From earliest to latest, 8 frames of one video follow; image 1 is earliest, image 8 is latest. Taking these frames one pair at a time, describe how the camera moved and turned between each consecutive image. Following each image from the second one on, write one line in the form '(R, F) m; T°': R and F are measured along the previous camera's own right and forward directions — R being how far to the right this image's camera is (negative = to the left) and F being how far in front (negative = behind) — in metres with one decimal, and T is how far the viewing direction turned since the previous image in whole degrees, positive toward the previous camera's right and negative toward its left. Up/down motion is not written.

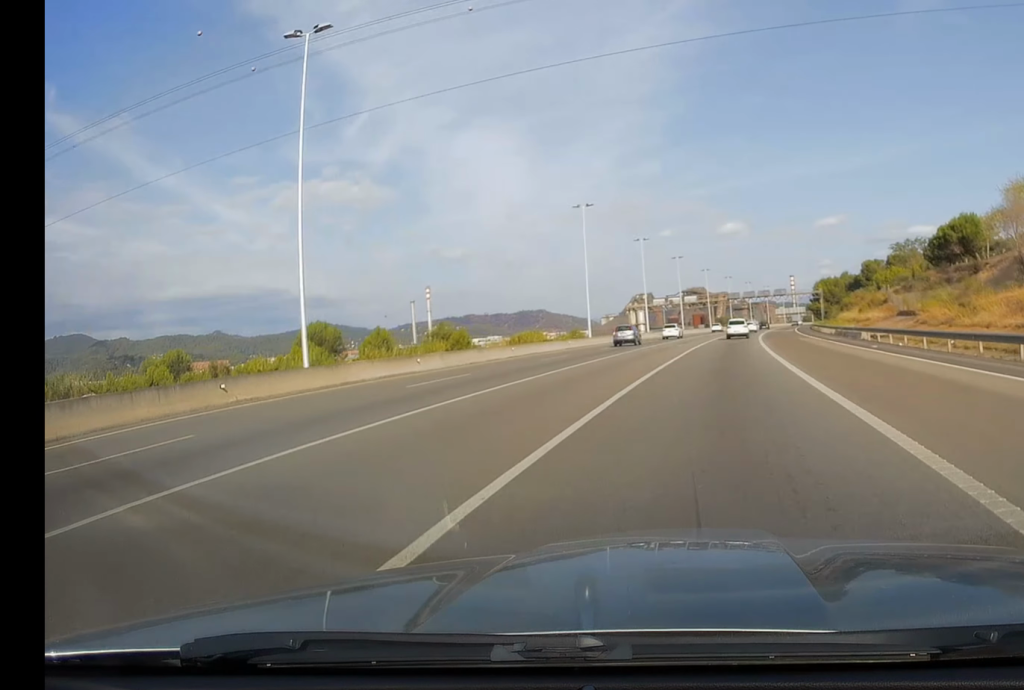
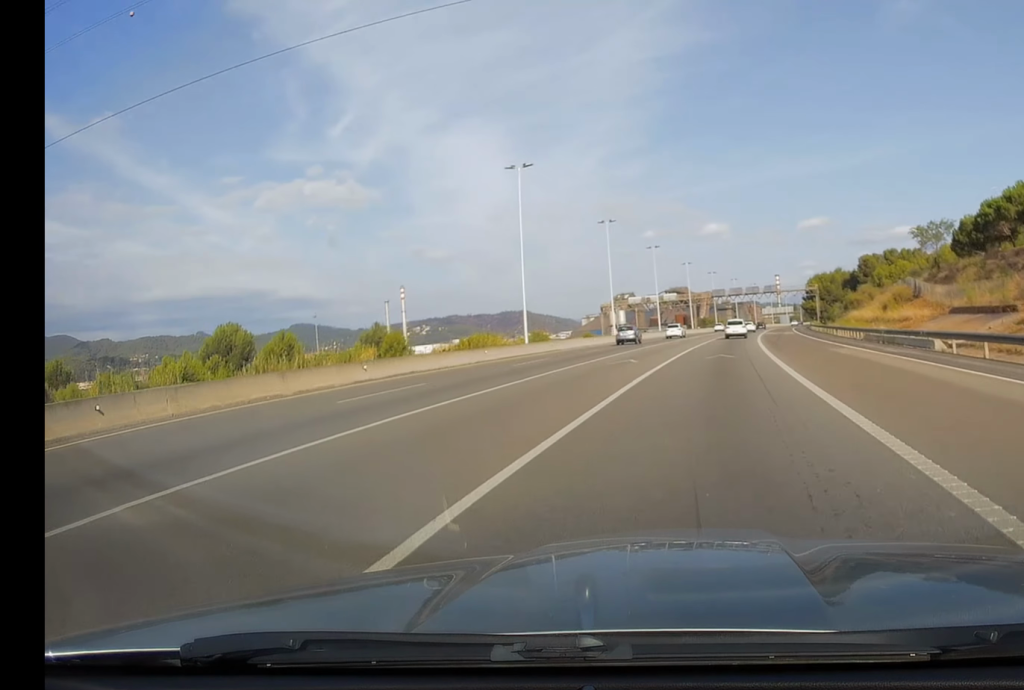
(+0.1, +21.3) m; +1°
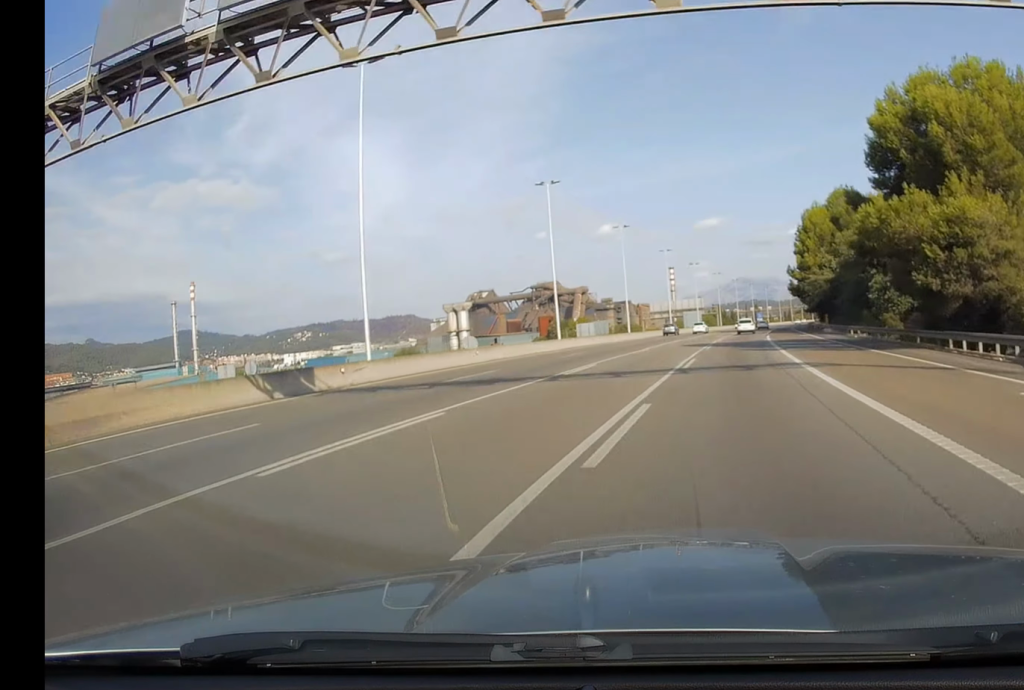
(+10.5, +160.8) m; +8°
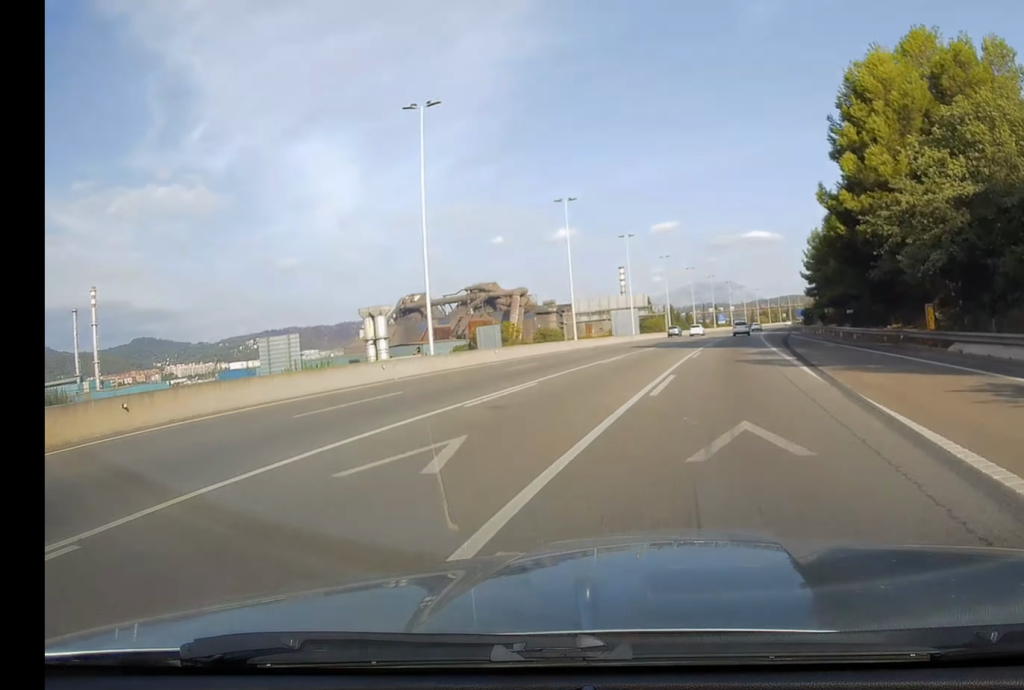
(+1.4, +59.0) m; +3°
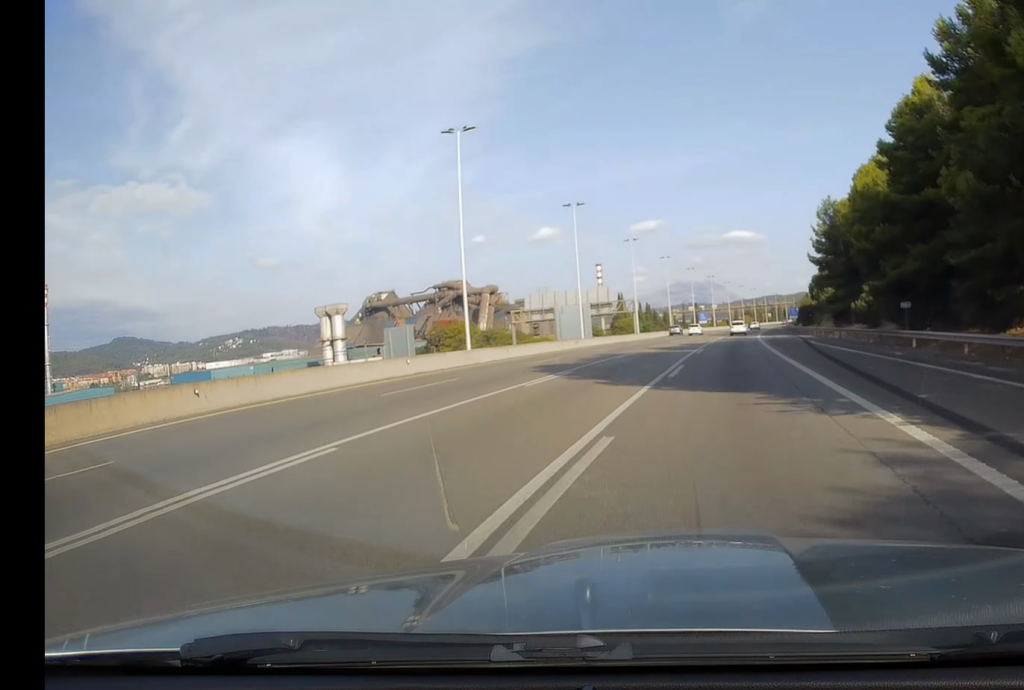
(+0.5, +28.6) m; +1°
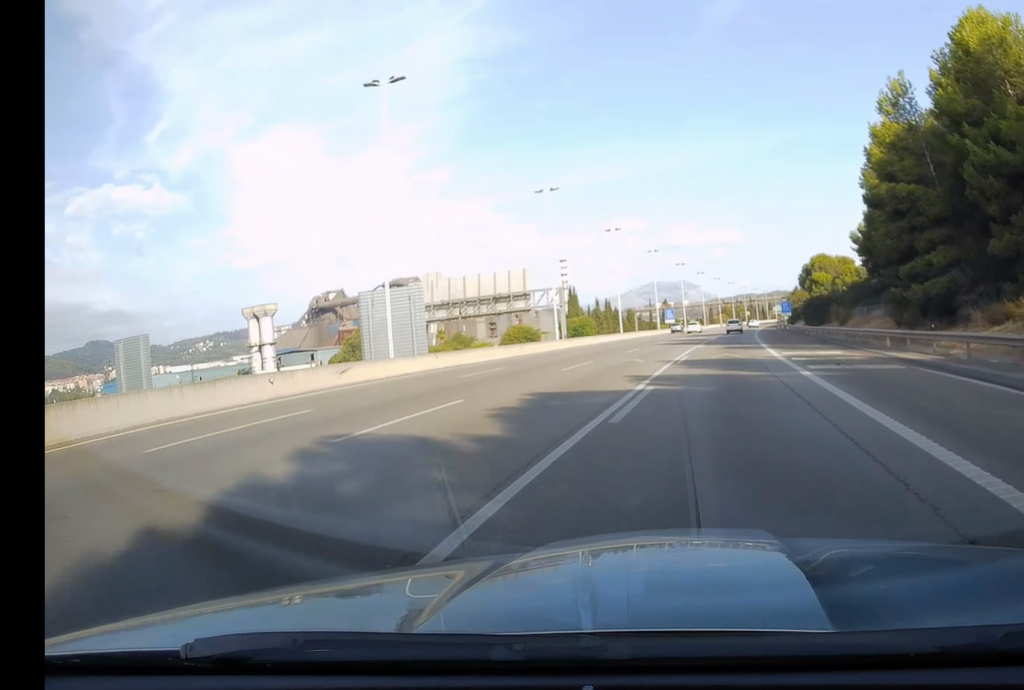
(+0.8, +43.3) m; +2°
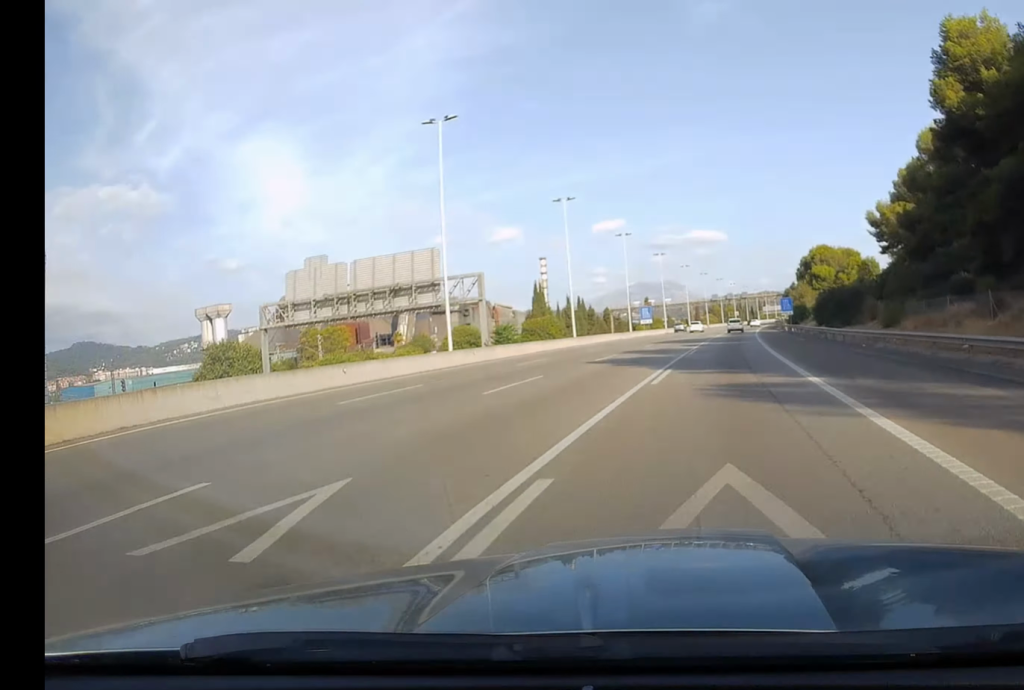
(+0.3, +26.4) m; +1°
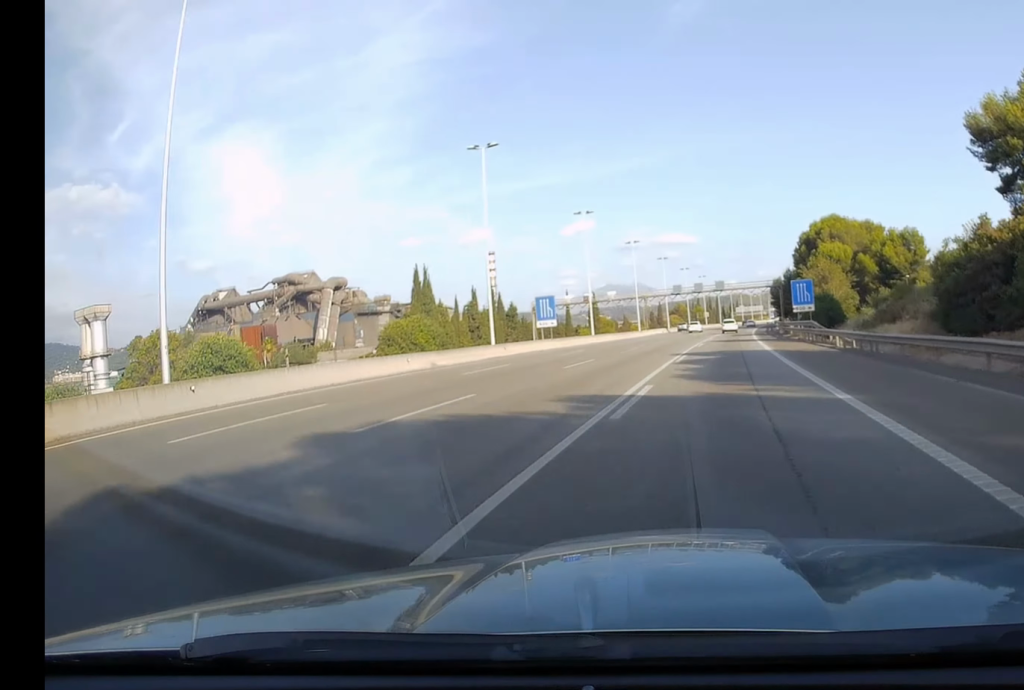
(+1.0, +57.2) m; +2°
